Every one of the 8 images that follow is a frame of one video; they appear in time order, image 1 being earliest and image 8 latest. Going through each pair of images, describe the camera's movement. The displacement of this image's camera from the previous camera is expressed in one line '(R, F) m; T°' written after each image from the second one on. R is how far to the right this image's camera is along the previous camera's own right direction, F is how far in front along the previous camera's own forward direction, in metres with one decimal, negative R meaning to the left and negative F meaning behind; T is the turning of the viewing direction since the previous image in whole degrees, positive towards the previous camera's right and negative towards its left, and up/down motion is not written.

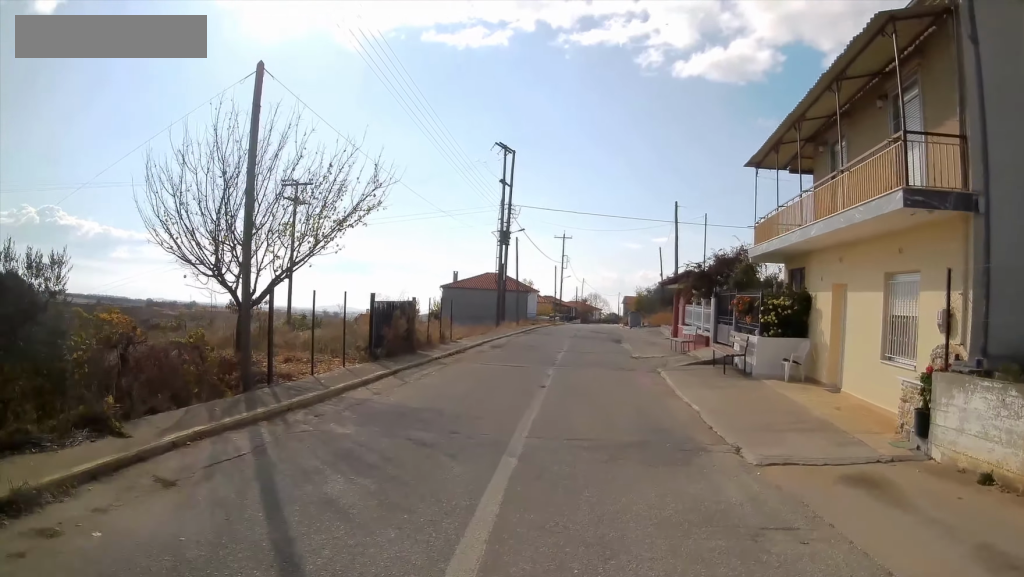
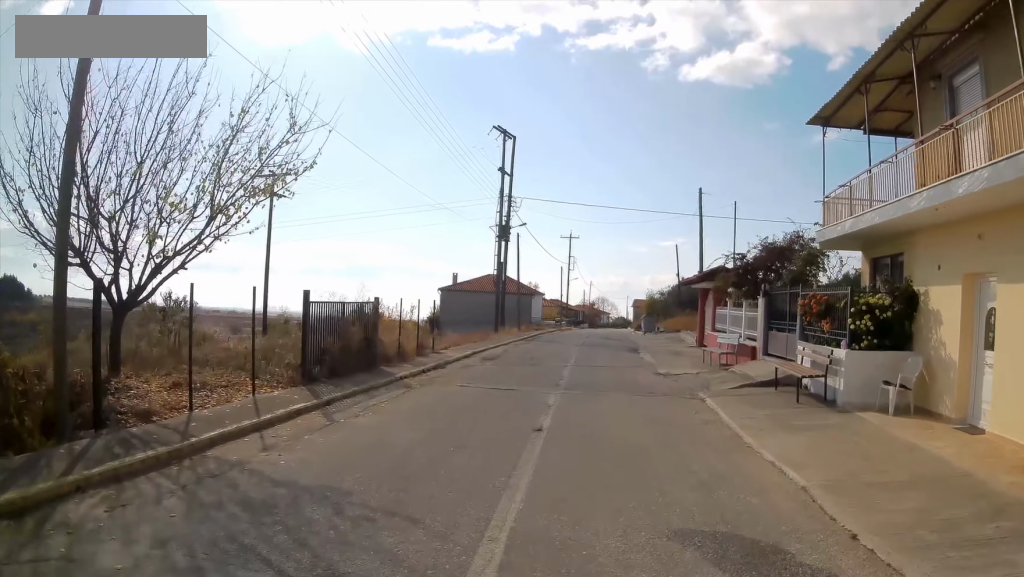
(+0.1, +5.0) m; +3°
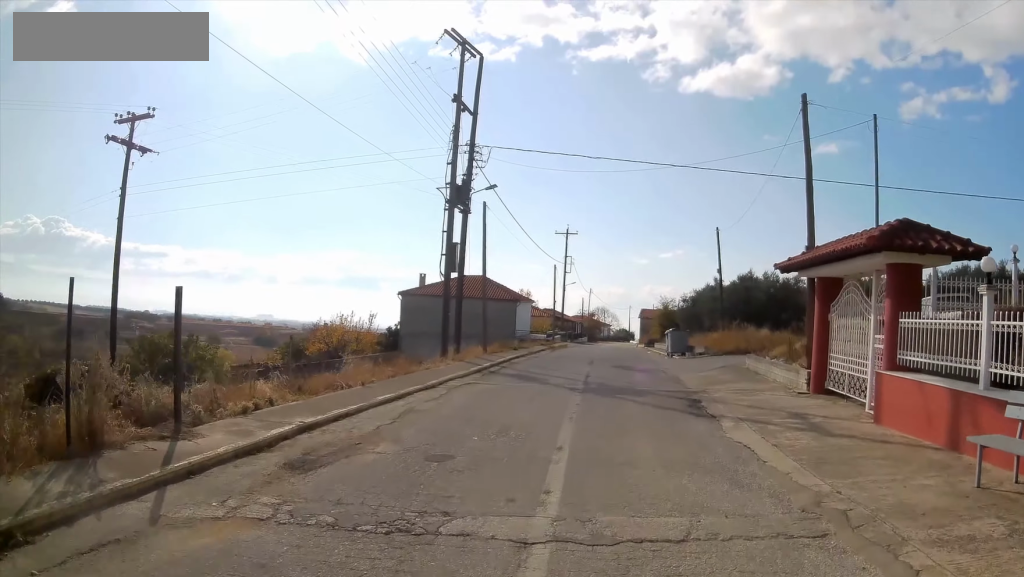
(+0.2, +14.9) m; +2°
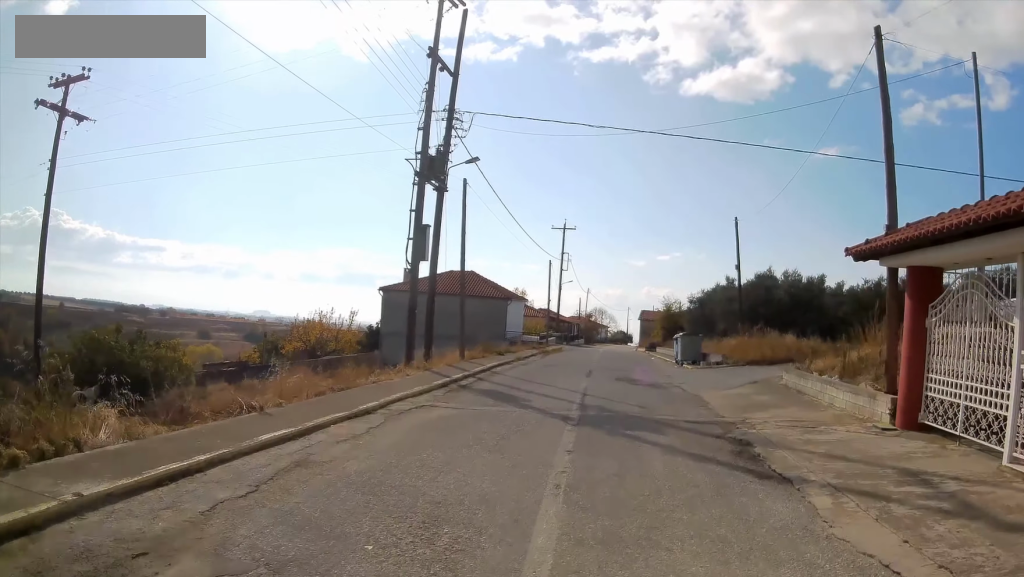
(+0.1, +4.6) m; +2°
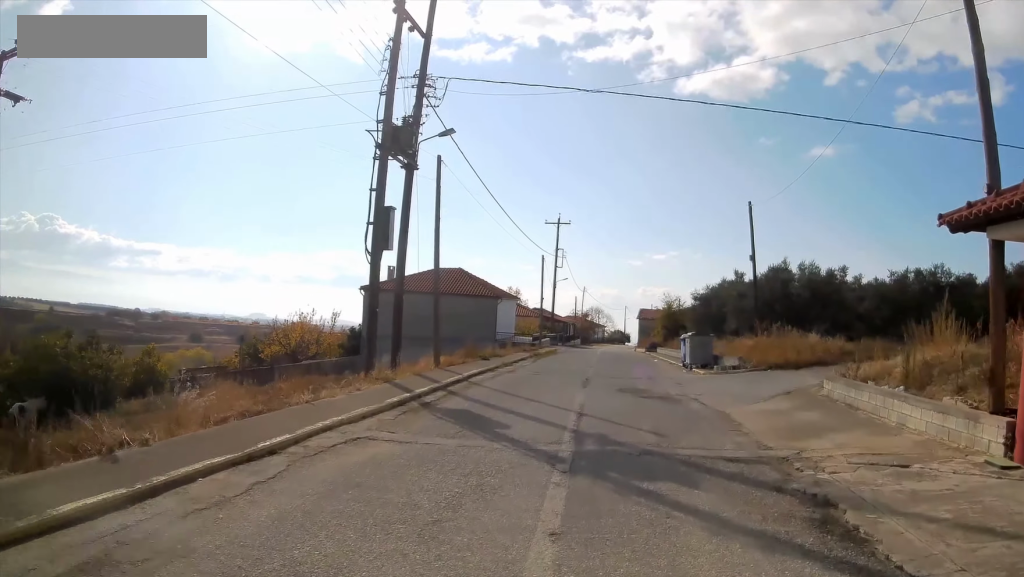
(0.0, +3.4) m; +1°
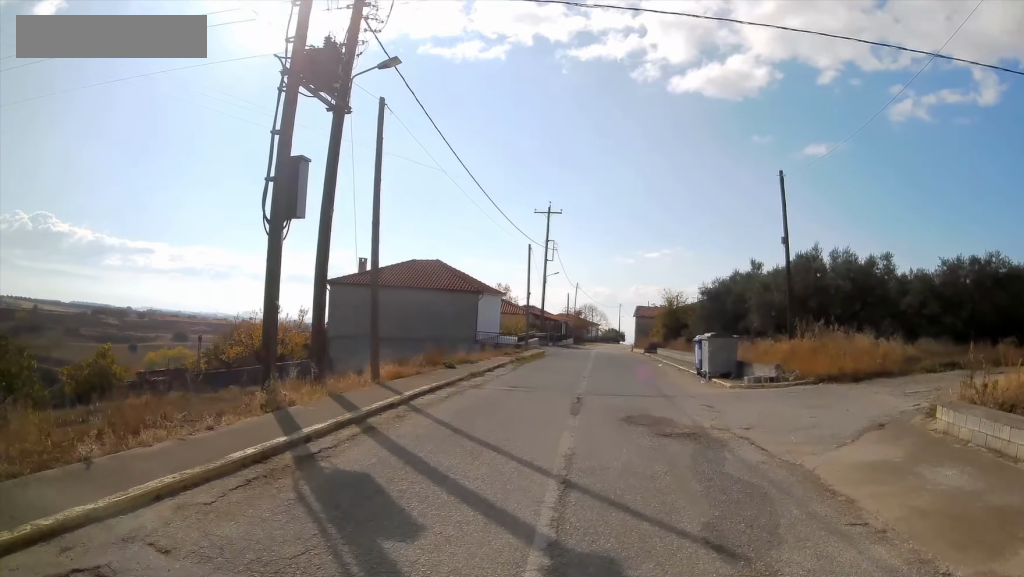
(+0.1, +5.3) m; +1°
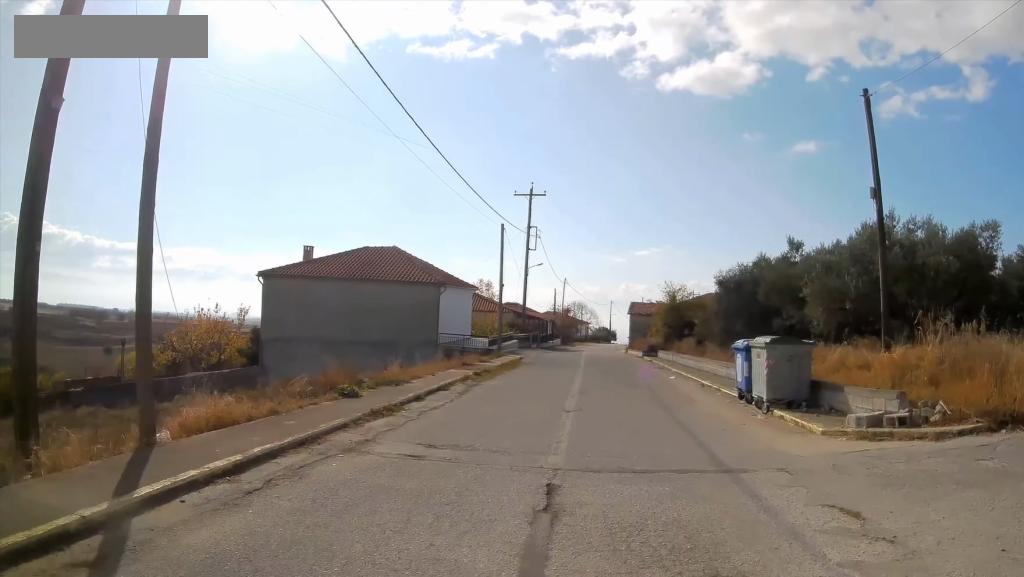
(+0.1, +7.8) m; 0°
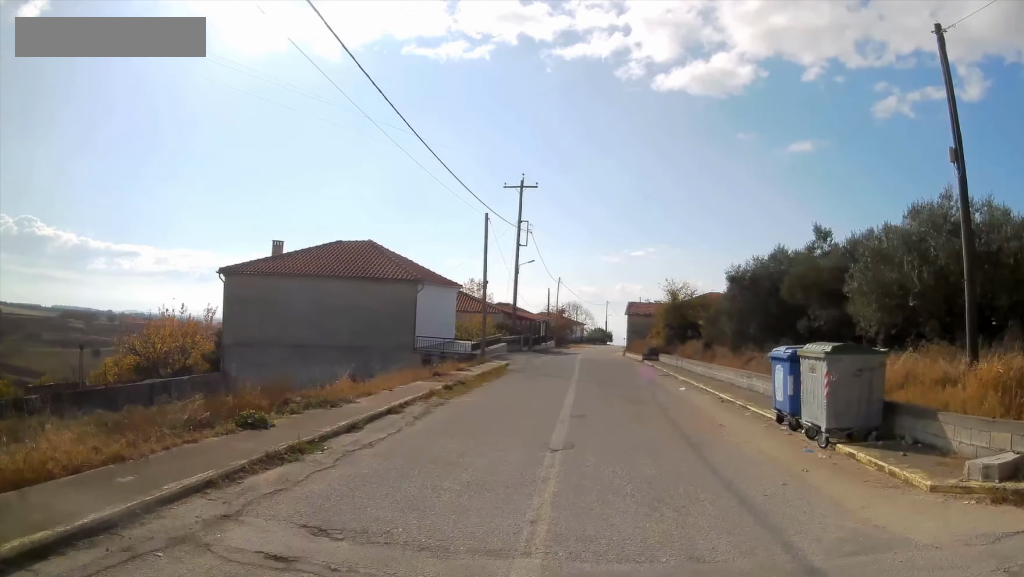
(0.0, +3.6) m; 0°
